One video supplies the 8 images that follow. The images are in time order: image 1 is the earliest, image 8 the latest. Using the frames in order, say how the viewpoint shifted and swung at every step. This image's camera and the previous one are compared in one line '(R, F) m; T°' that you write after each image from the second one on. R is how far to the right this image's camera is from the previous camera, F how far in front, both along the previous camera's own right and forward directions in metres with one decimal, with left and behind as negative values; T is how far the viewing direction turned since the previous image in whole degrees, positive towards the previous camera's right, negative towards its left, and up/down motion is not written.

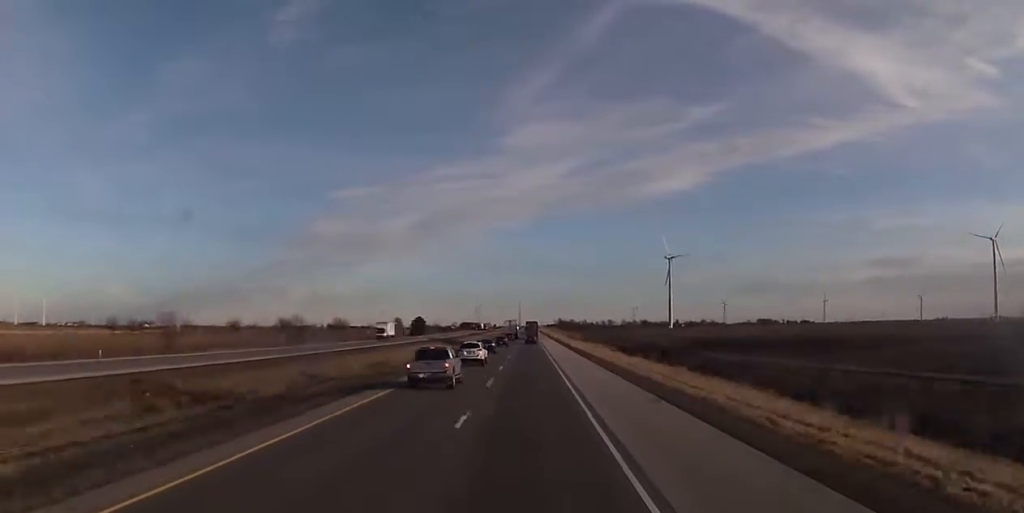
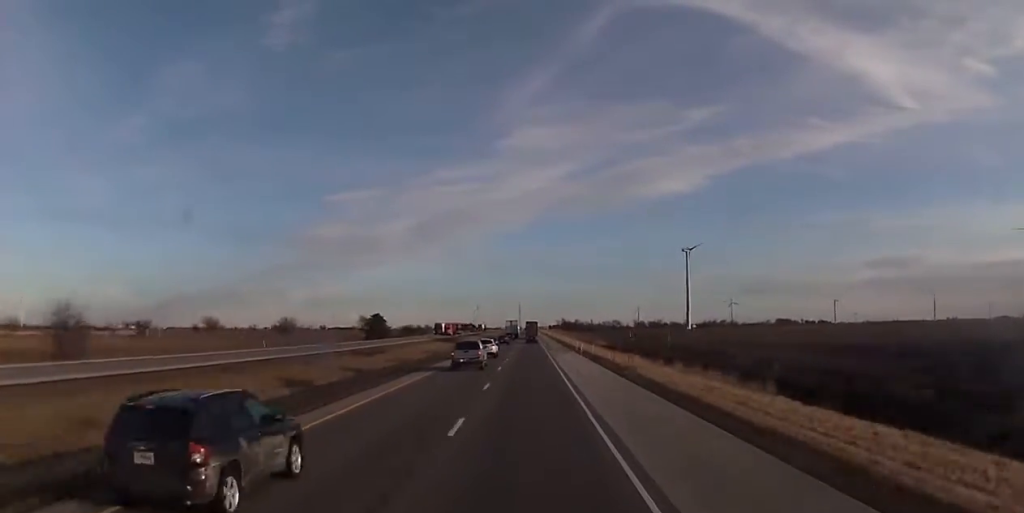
(+0.2, +86.2) m; 0°
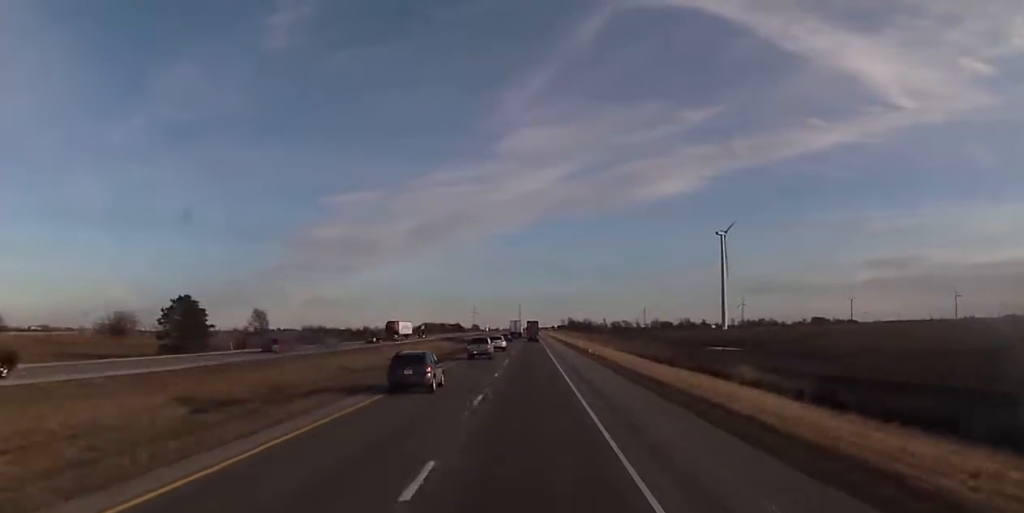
(+0.2, +128.1) m; 0°
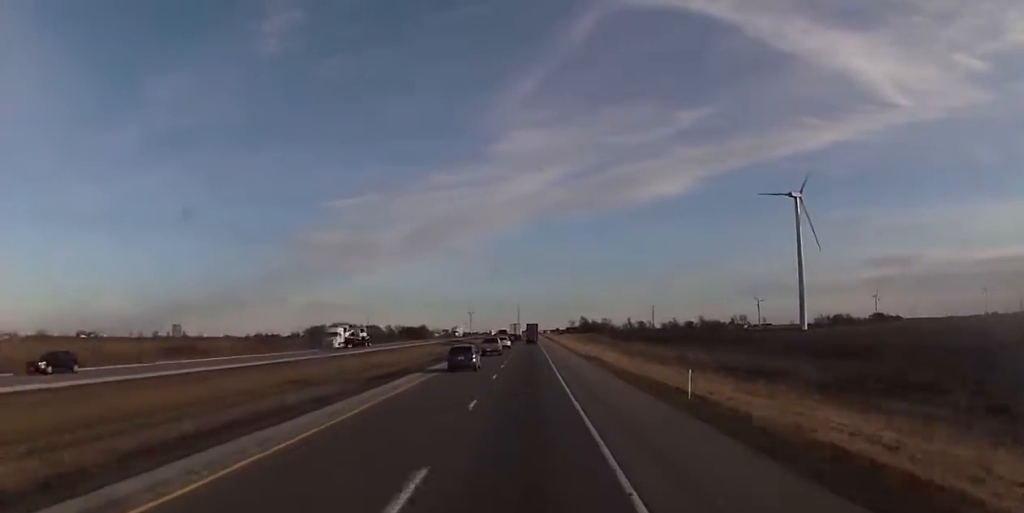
(-0.6, +170.8) m; 0°
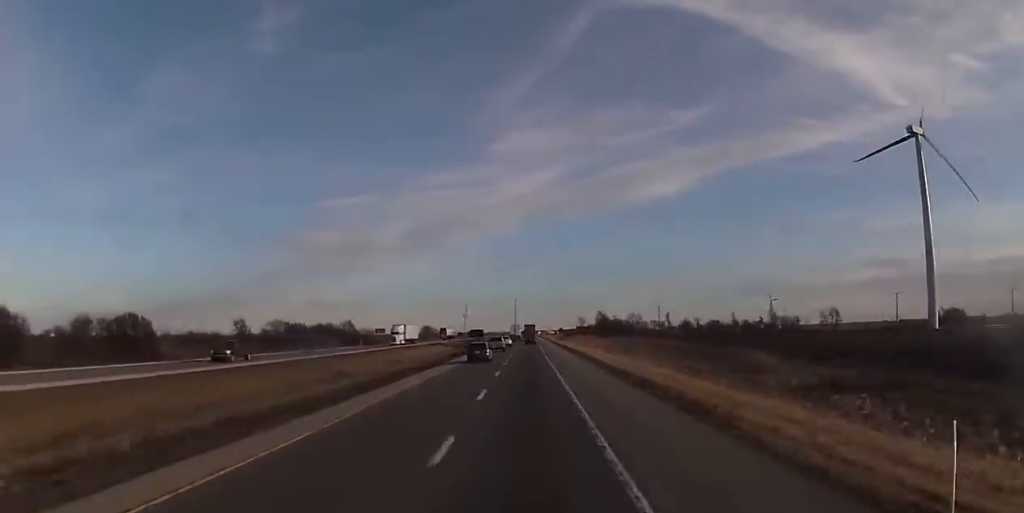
(+0.2, +141.9) m; 0°
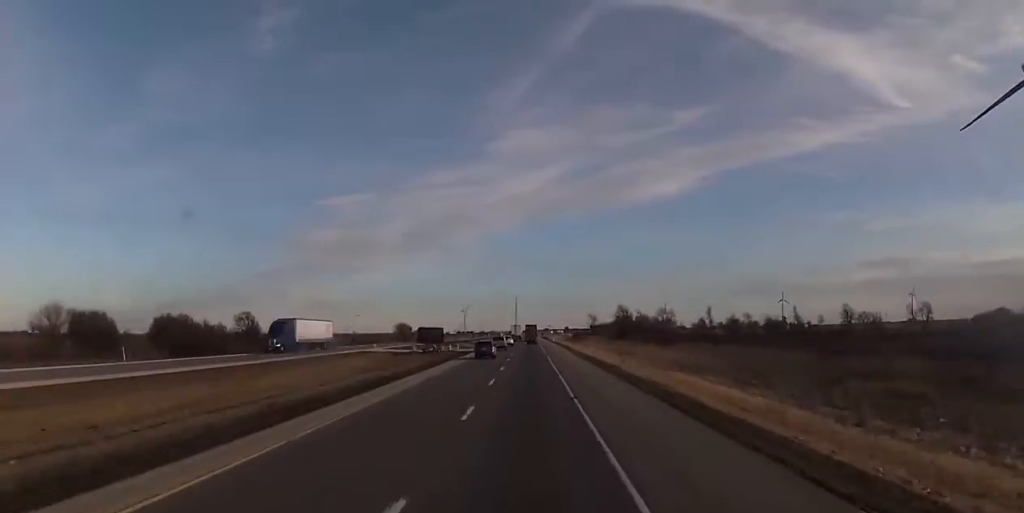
(+0.1, +78.1) m; 0°
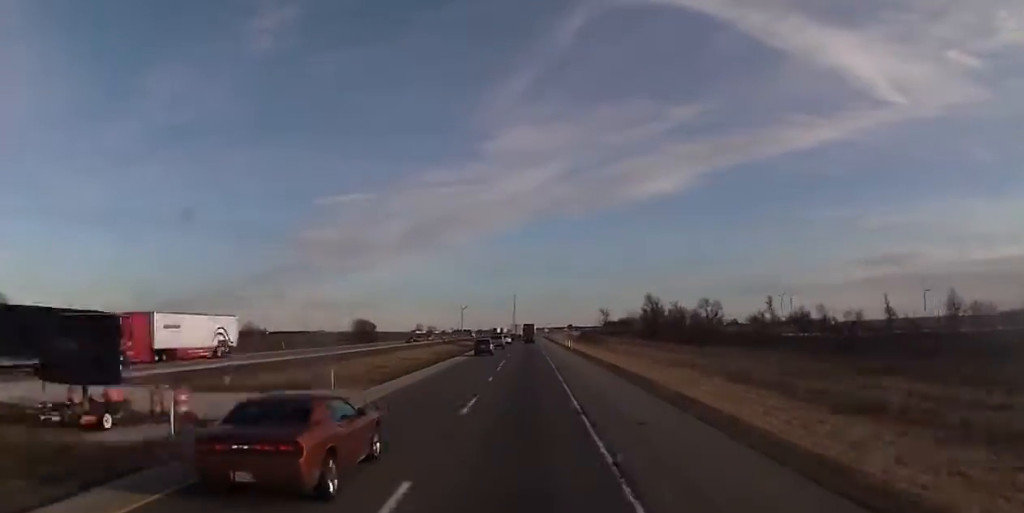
(-0.1, +71.7) m; 0°
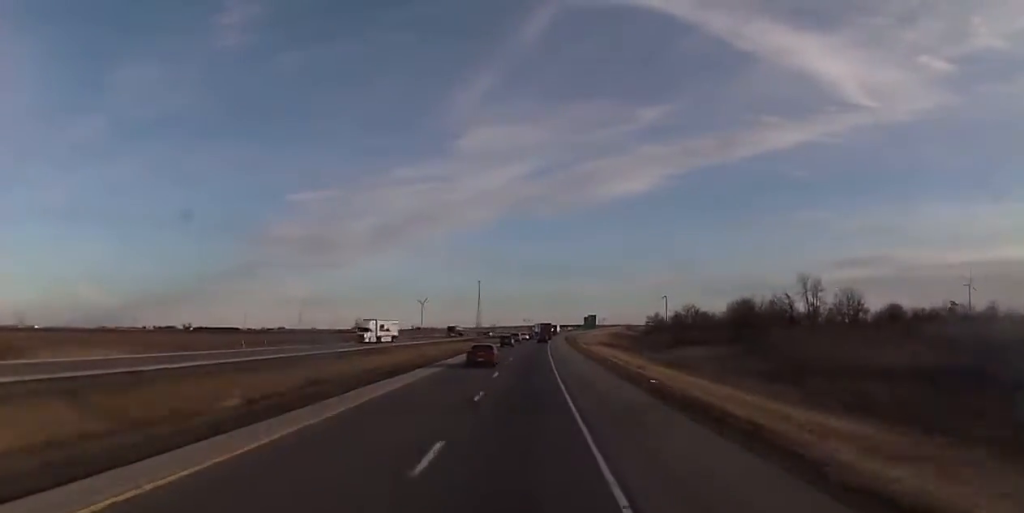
(+6.7, +325.5) m; +3°
